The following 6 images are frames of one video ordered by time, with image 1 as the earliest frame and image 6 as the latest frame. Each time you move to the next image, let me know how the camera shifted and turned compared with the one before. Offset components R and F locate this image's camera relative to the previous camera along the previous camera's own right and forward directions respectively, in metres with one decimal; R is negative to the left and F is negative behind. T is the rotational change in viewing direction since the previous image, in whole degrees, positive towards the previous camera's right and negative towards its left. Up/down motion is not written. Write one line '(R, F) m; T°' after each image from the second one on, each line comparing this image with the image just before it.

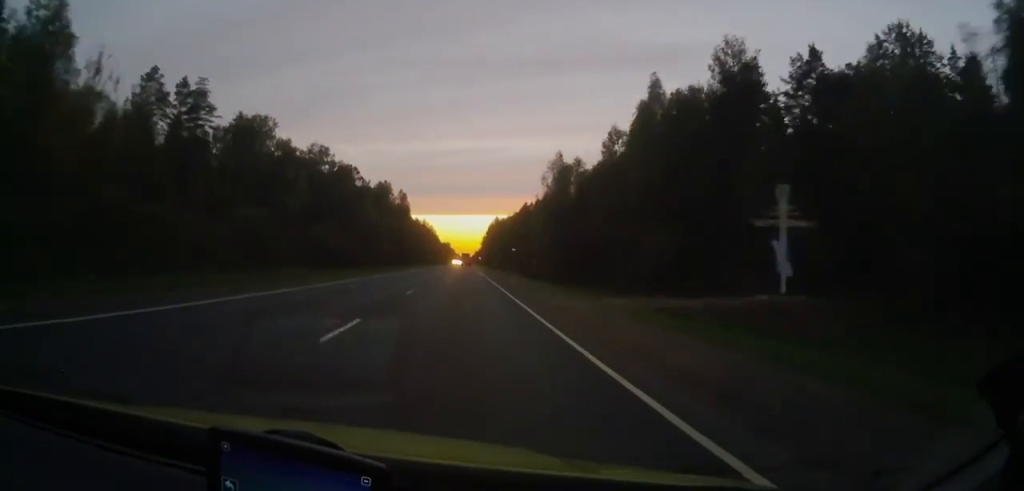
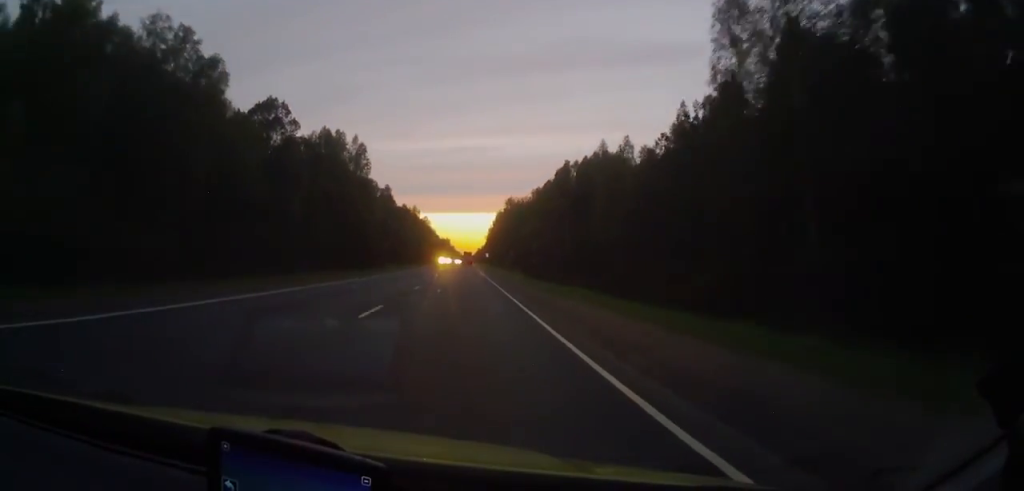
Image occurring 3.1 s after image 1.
(-0.1, +81.3) m; 0°
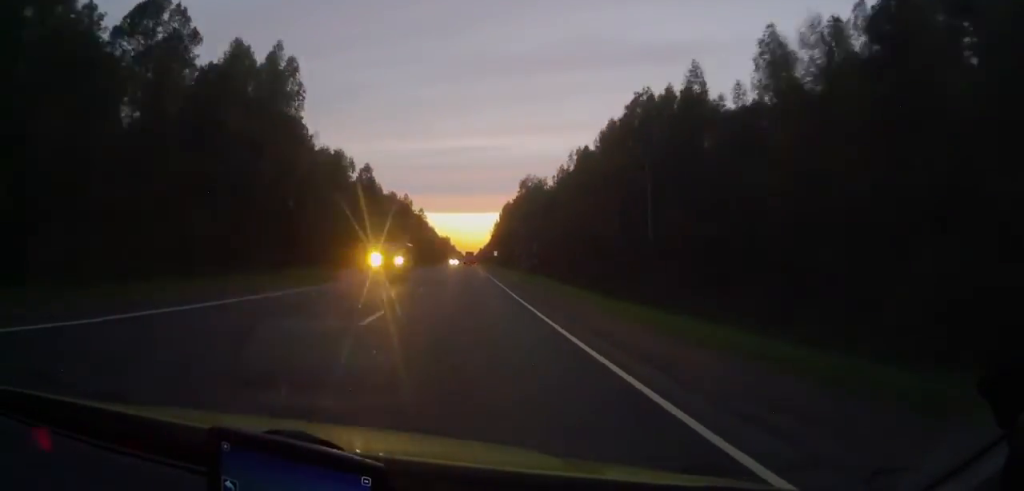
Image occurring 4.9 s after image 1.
(0.0, +49.4) m; 0°
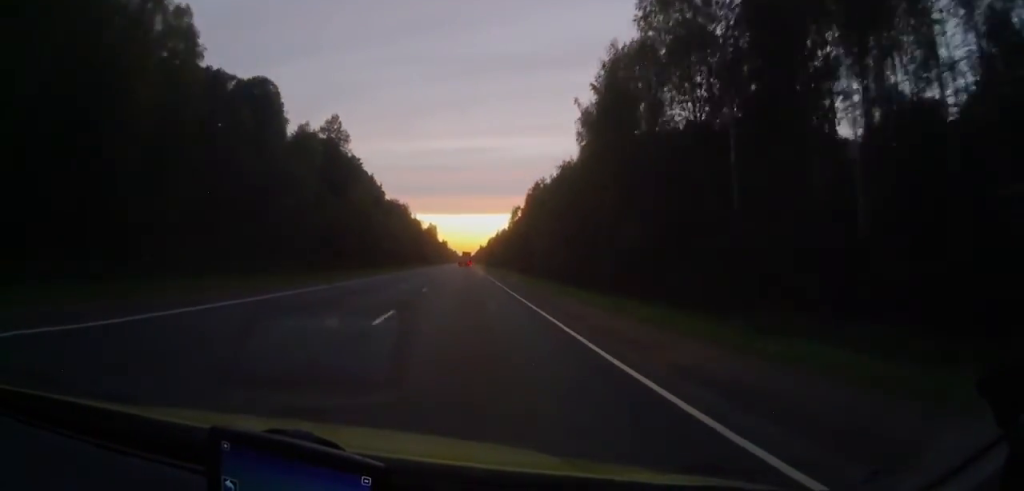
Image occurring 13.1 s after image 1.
(-0.8, +218.6) m; 0°
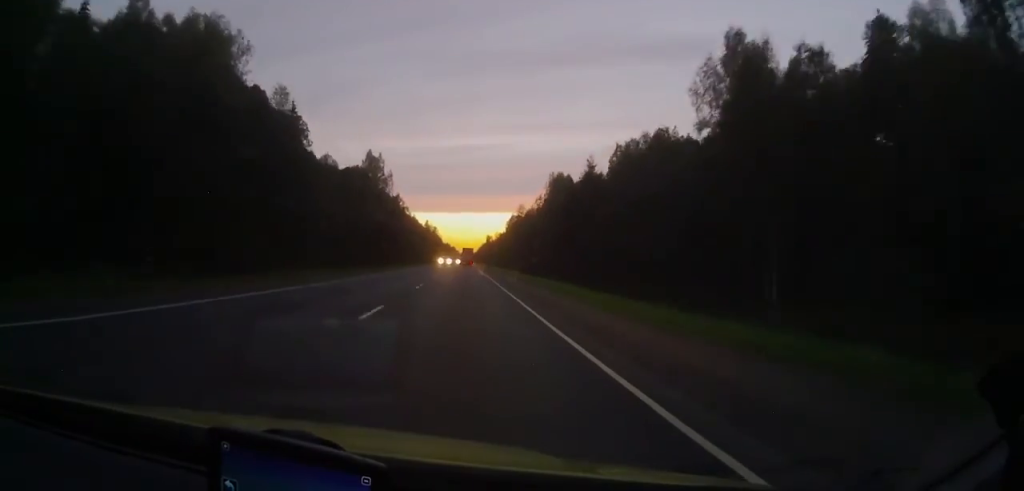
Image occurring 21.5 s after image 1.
(+0.4, +235.4) m; 0°
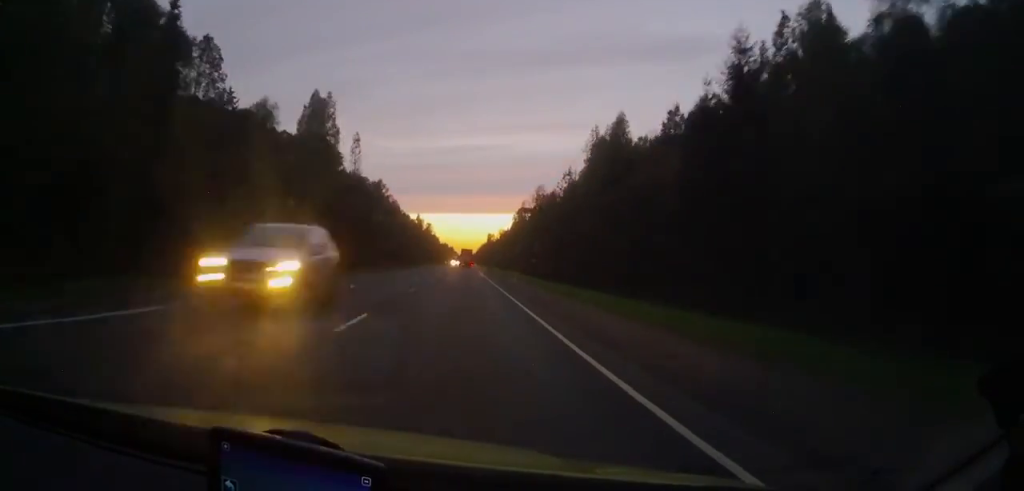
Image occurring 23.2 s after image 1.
(-0.2, +49.1) m; 0°
